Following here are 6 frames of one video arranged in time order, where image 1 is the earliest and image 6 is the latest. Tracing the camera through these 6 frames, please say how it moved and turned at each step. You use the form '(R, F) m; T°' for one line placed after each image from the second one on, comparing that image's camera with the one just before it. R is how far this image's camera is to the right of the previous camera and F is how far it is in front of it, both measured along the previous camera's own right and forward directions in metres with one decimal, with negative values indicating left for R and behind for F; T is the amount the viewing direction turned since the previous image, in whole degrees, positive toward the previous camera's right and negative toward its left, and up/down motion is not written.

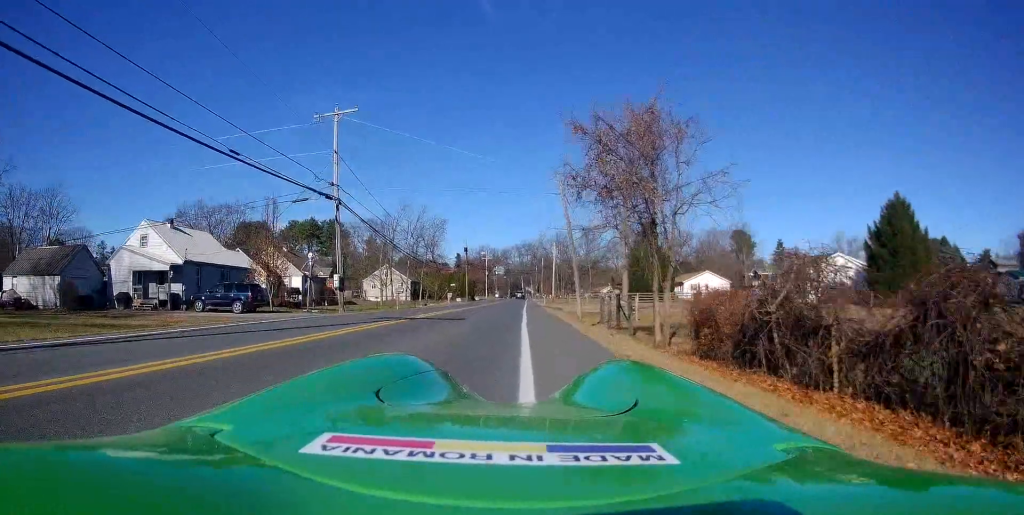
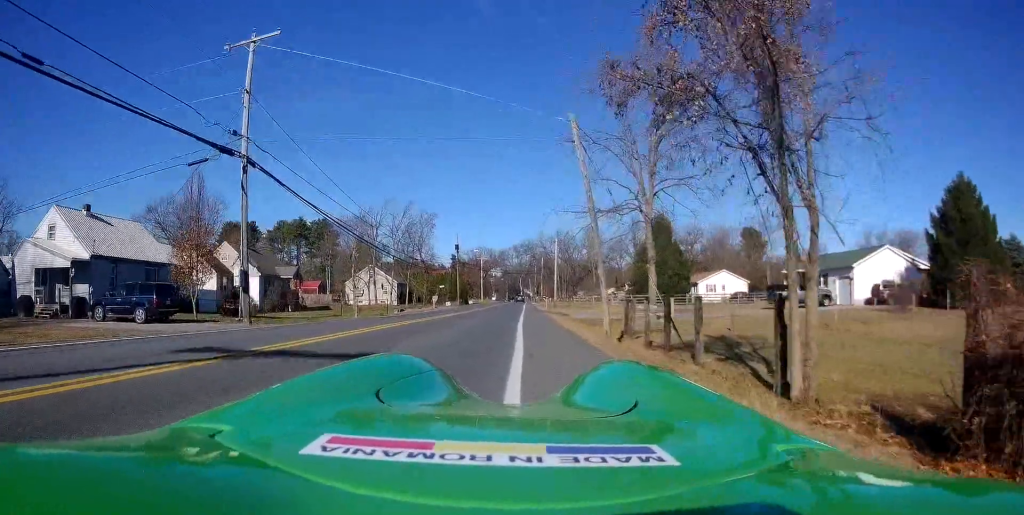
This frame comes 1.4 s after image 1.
(+0.3, +10.2) m; 0°
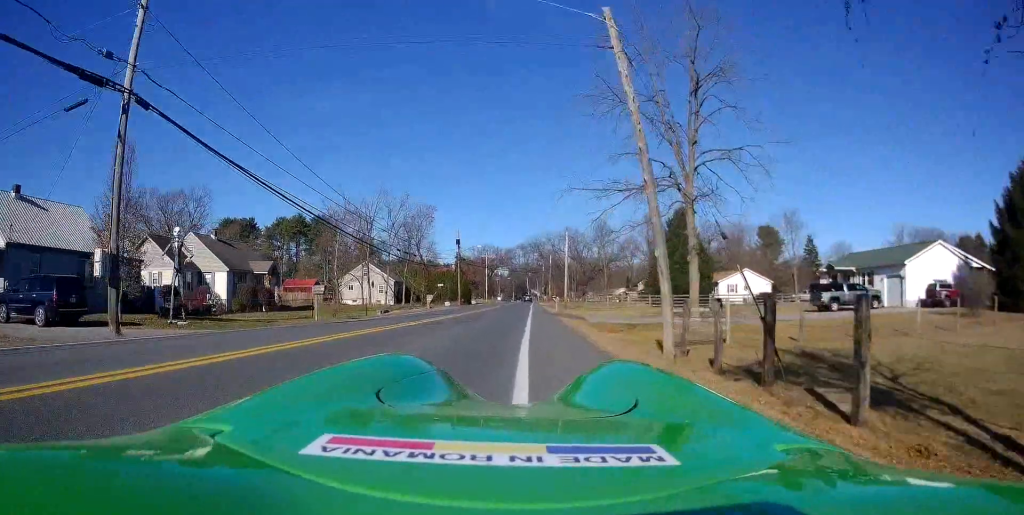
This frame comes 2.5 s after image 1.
(-0.1, +7.5) m; 0°
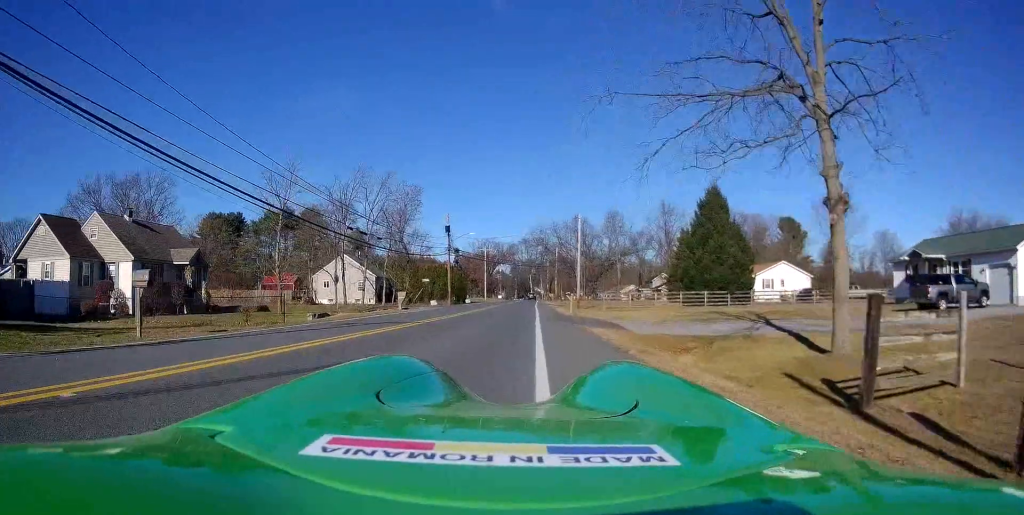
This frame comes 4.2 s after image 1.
(-0.3, +13.1) m; -3°
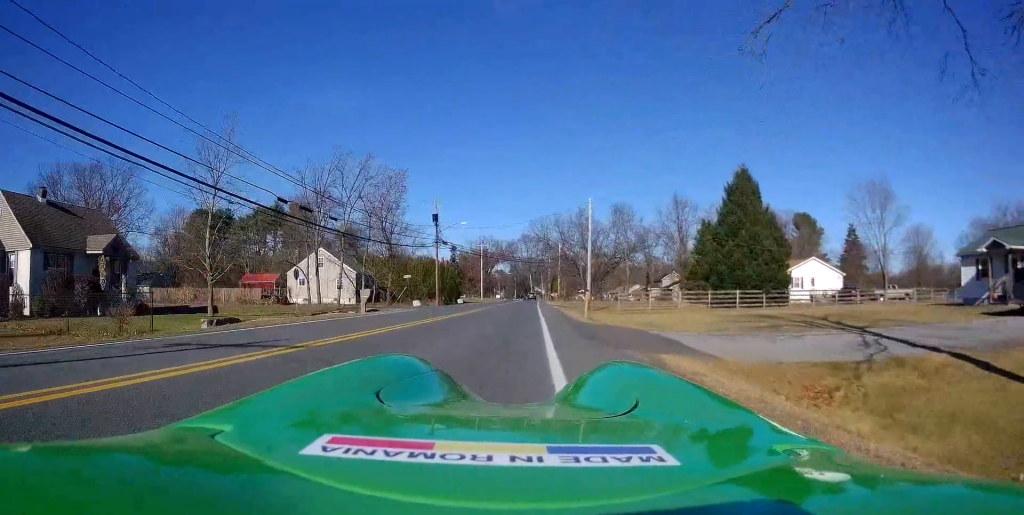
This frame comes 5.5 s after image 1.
(0.0, +9.2) m; +1°
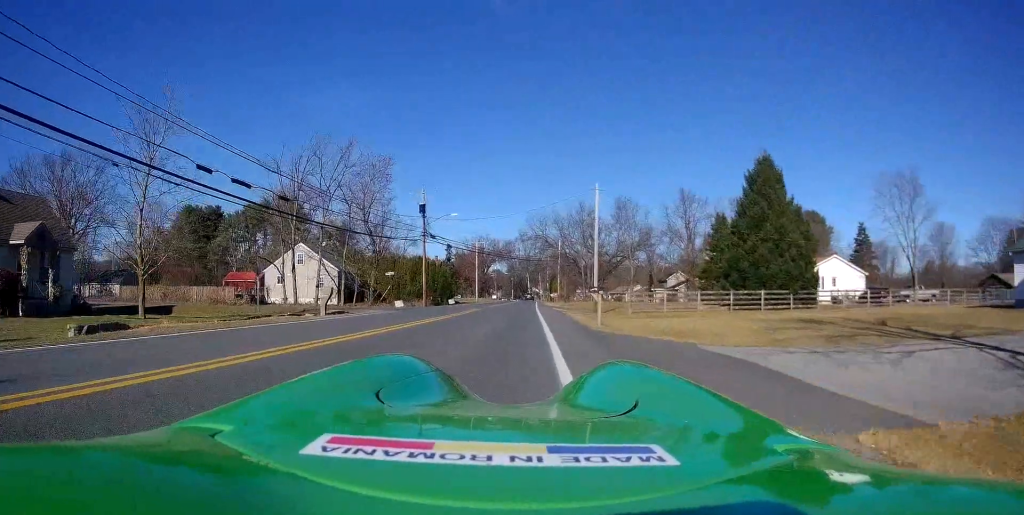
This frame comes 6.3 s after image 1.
(+0.1, +5.9) m; +2°
